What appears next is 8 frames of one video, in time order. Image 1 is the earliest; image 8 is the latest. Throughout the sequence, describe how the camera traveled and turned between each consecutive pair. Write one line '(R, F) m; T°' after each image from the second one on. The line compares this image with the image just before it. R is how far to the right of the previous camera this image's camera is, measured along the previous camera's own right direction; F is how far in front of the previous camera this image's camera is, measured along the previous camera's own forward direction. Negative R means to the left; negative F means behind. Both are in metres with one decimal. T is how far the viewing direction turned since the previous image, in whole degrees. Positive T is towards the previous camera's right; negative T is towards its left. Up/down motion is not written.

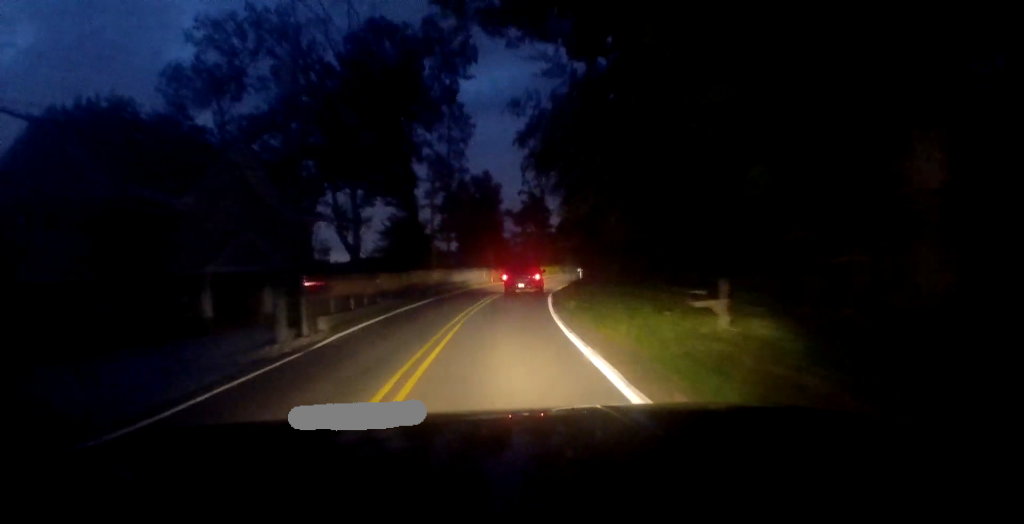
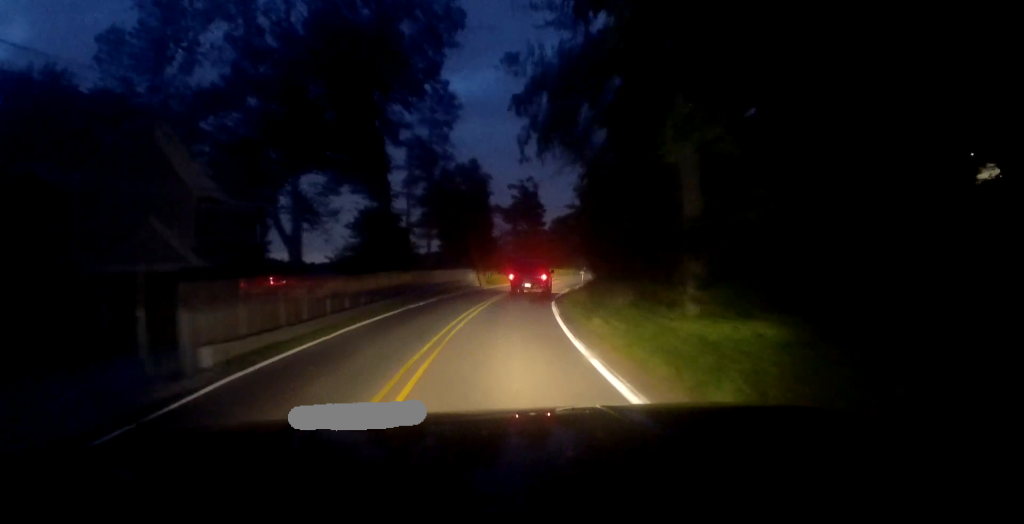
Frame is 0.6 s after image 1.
(0.0, +7.1) m; +1°
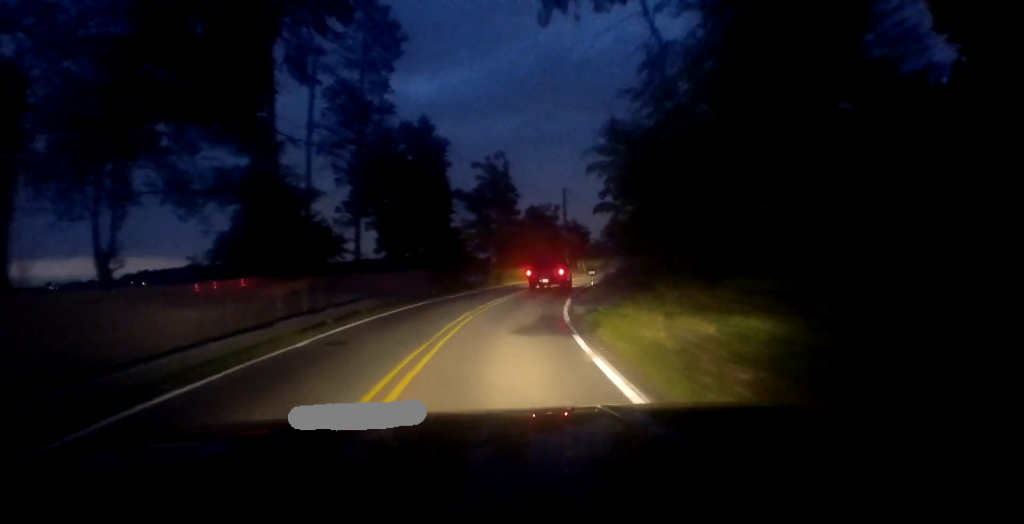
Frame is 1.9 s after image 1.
(+0.4, +14.8) m; +3°
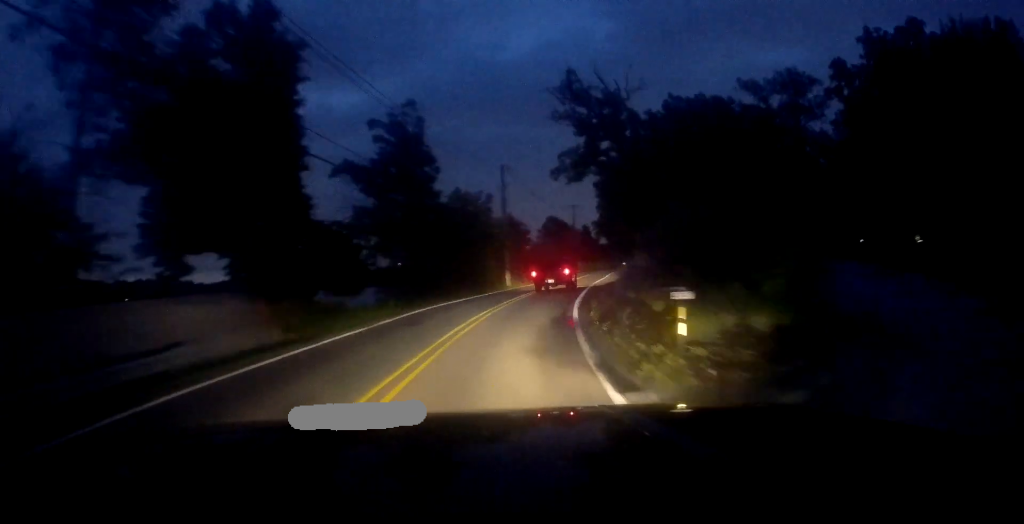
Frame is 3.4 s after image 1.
(+0.5, +18.5) m; +5°
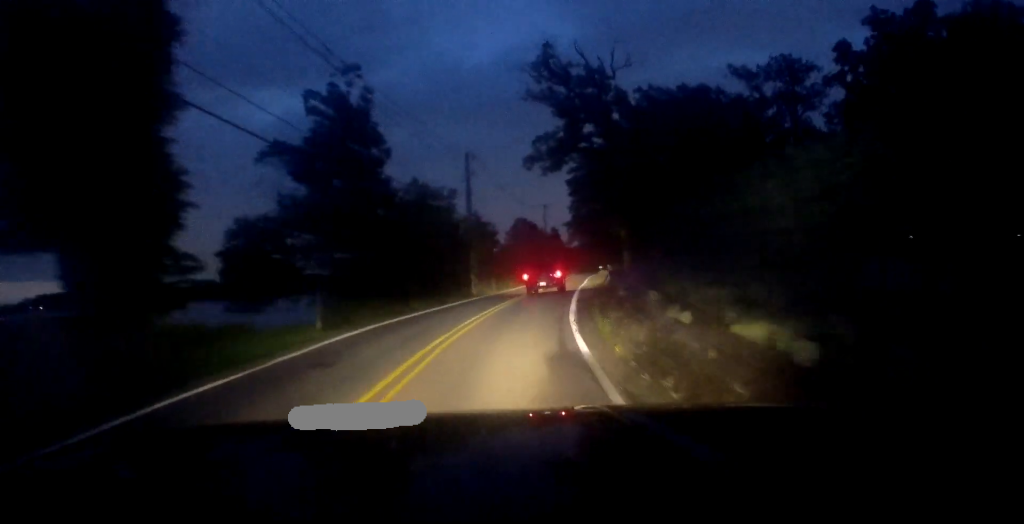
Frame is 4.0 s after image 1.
(+0.3, +7.2) m; +4°
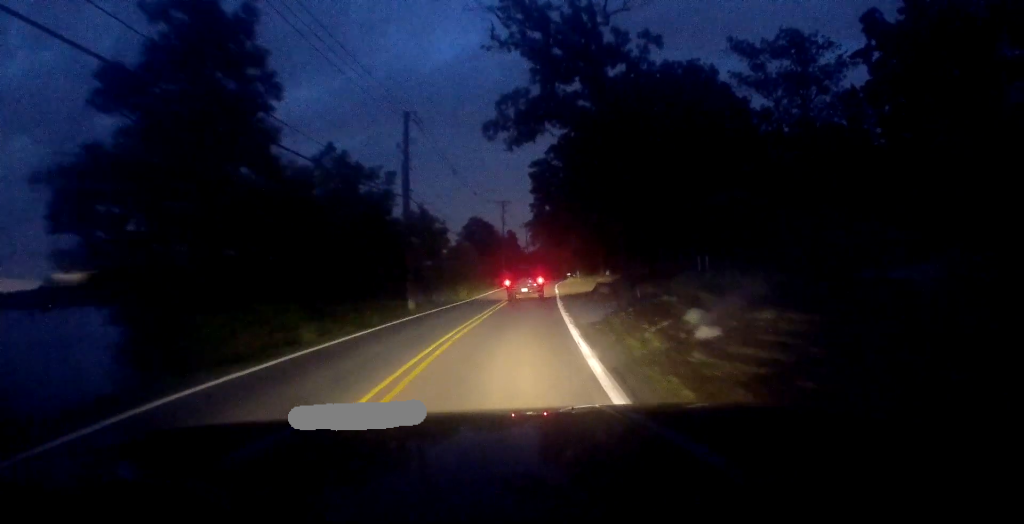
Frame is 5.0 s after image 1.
(+0.7, +11.5) m; +6°
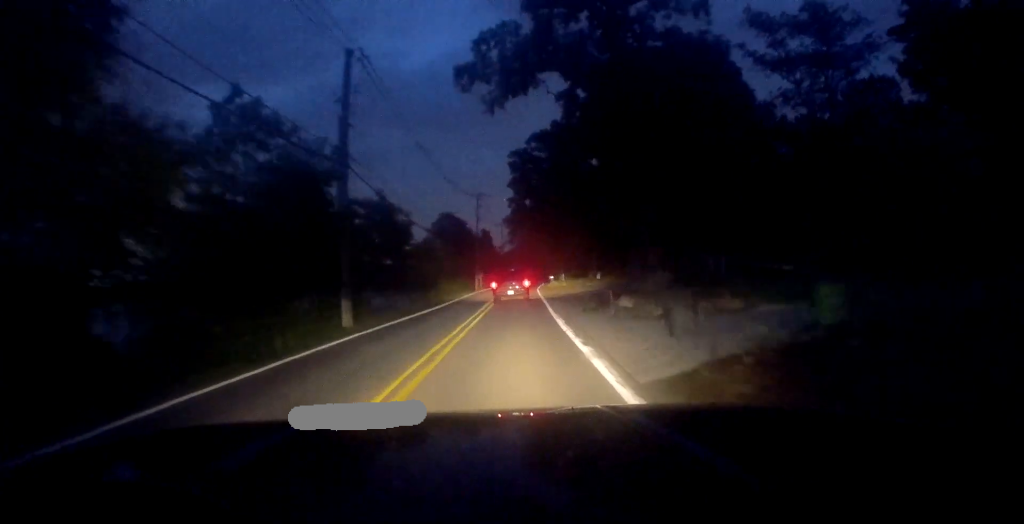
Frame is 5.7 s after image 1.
(+0.4, +8.8) m; +3°
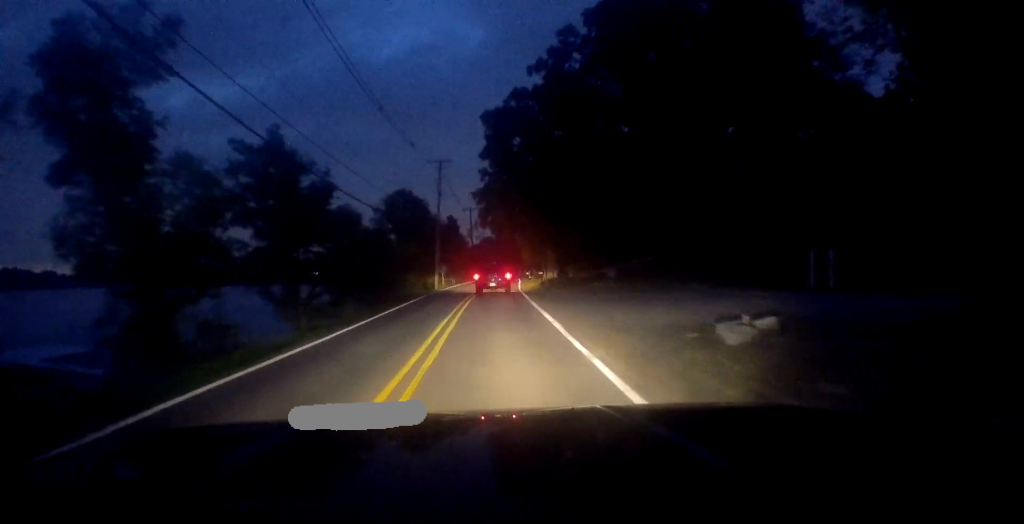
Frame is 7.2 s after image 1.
(+0.1, +17.4) m; +2°
